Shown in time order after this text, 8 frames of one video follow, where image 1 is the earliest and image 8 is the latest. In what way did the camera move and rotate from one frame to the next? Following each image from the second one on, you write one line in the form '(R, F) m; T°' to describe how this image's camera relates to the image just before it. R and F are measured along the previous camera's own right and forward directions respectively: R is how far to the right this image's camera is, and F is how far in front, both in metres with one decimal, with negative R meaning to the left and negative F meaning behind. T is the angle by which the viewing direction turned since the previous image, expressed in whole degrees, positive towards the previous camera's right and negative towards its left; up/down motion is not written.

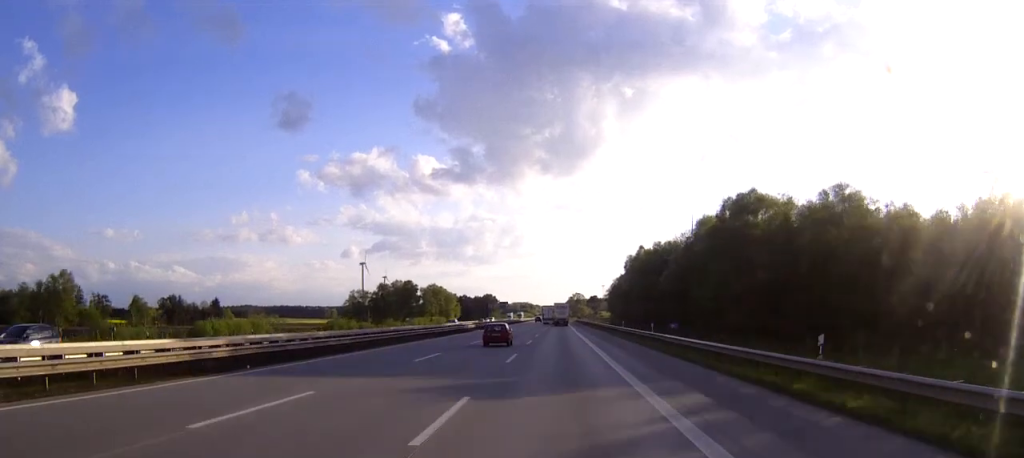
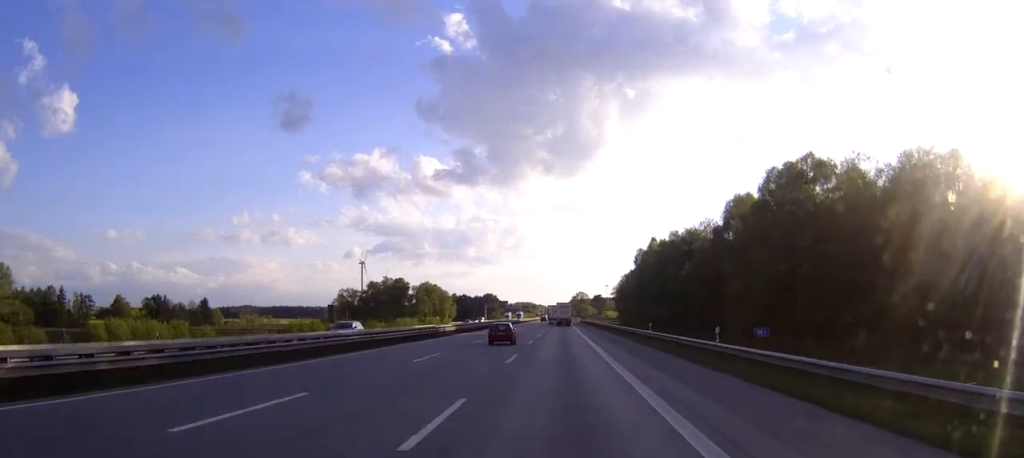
(-0.1, +18.4) m; 0°
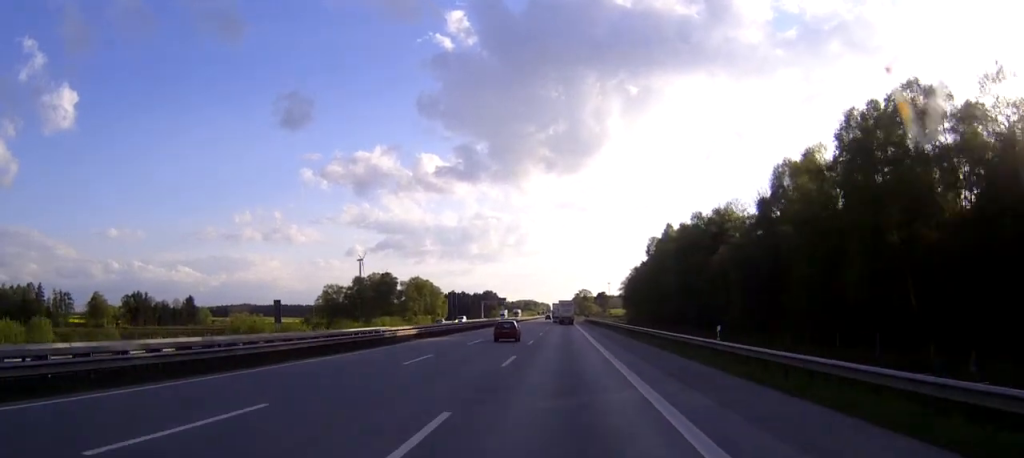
(0.0, +20.2) m; 0°
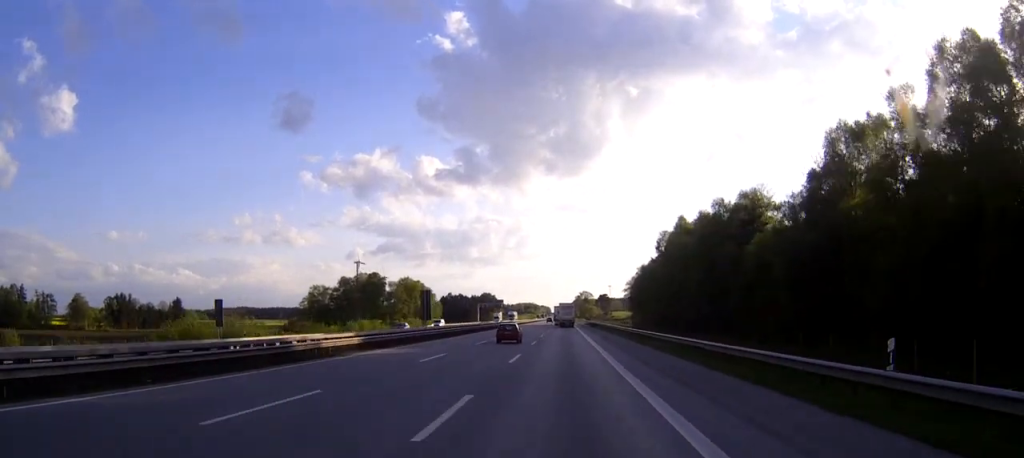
(0.0, +14.7) m; 0°
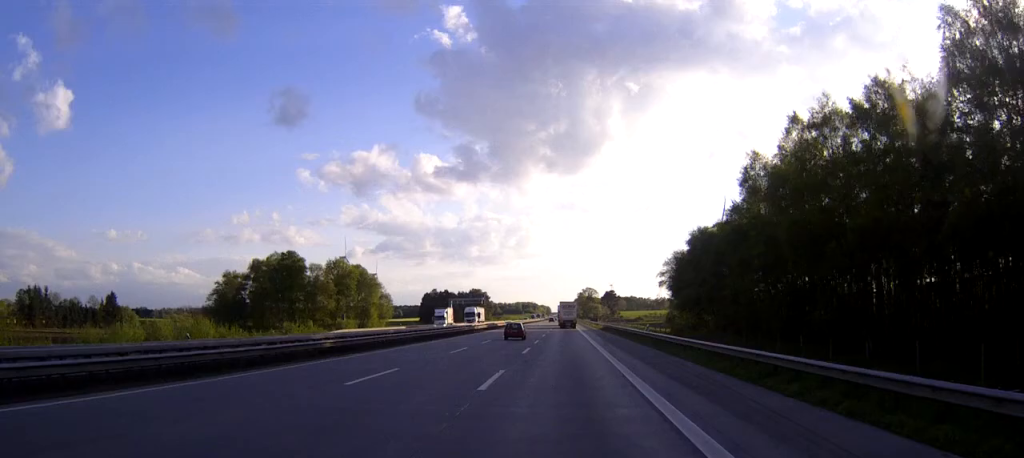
(-0.2, +63.5) m; -1°
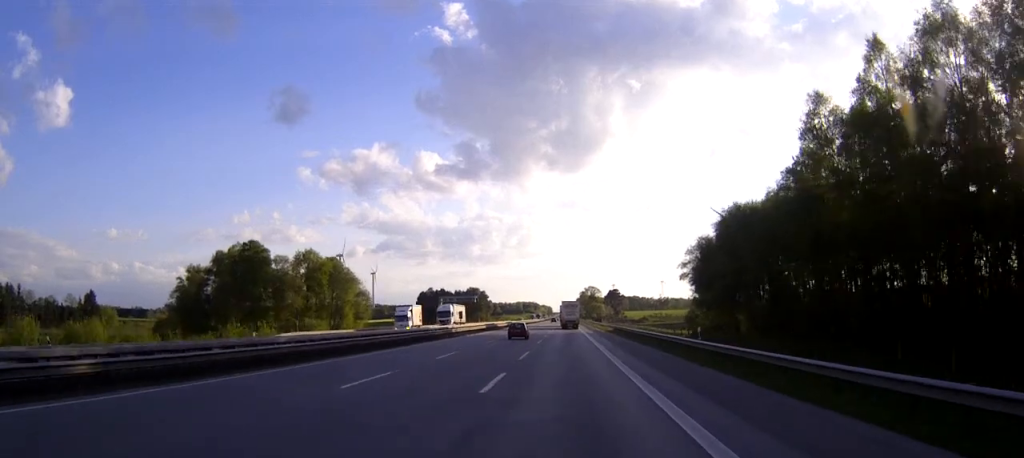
(0.0, +18.4) m; 0°
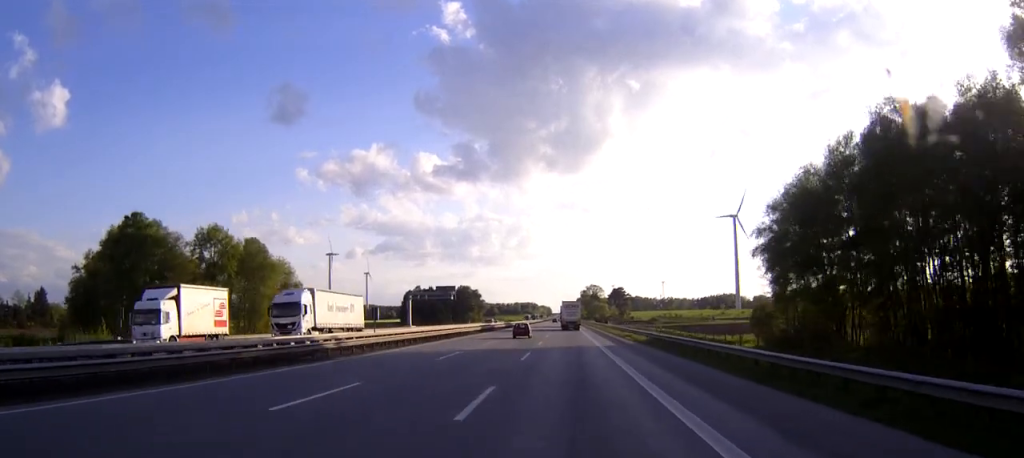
(0.0, +36.2) m; 0°
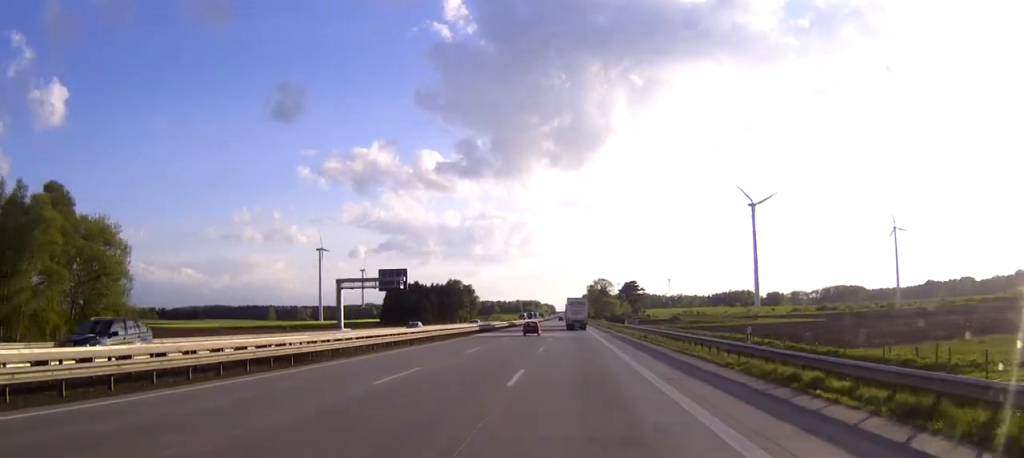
(-0.1, +47.5) m; 0°
